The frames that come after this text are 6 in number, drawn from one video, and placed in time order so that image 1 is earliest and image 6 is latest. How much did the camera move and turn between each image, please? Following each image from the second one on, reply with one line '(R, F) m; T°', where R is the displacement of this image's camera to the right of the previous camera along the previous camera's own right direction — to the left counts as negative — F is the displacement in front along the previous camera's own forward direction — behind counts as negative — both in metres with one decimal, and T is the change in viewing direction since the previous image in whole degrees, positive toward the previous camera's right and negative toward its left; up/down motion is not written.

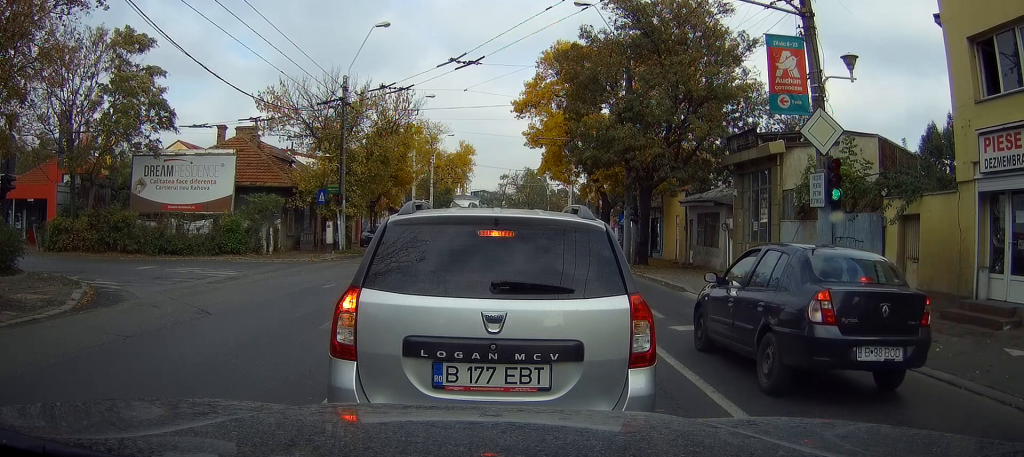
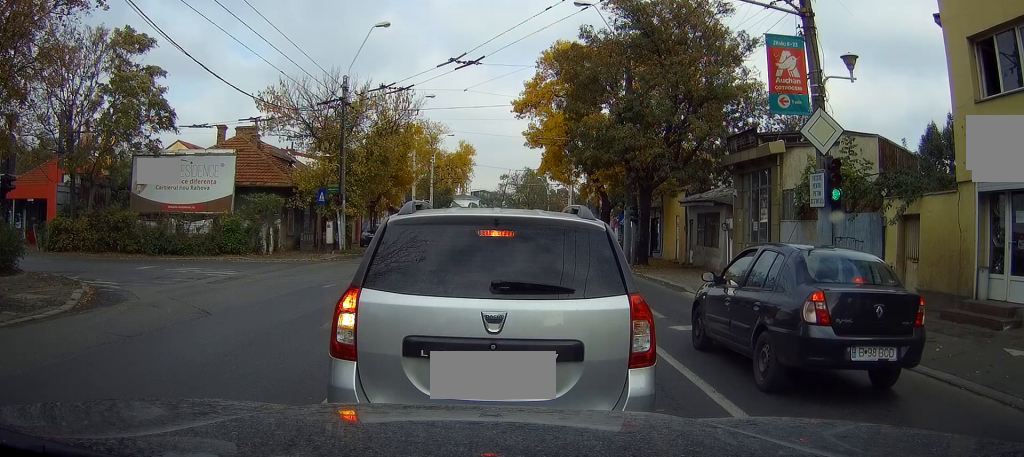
(0.0, 0.0) m; 0°
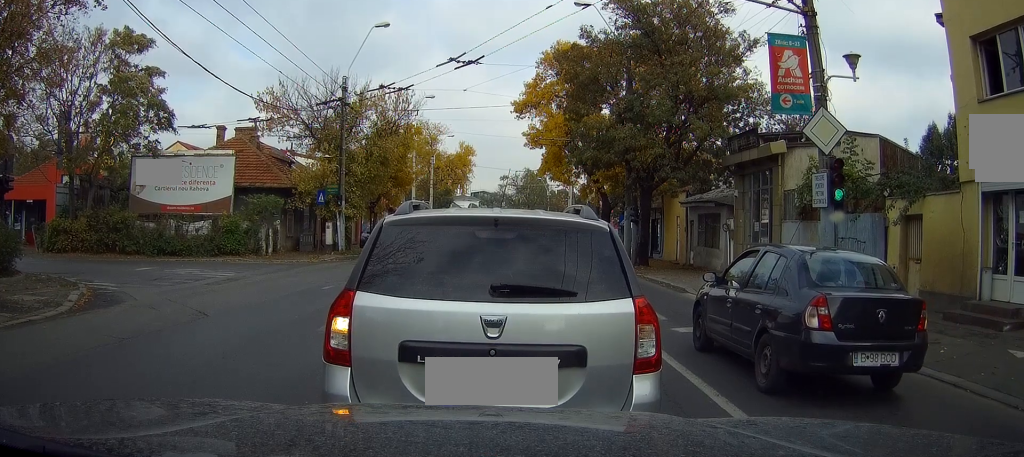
(0.0, 0.0) m; 0°
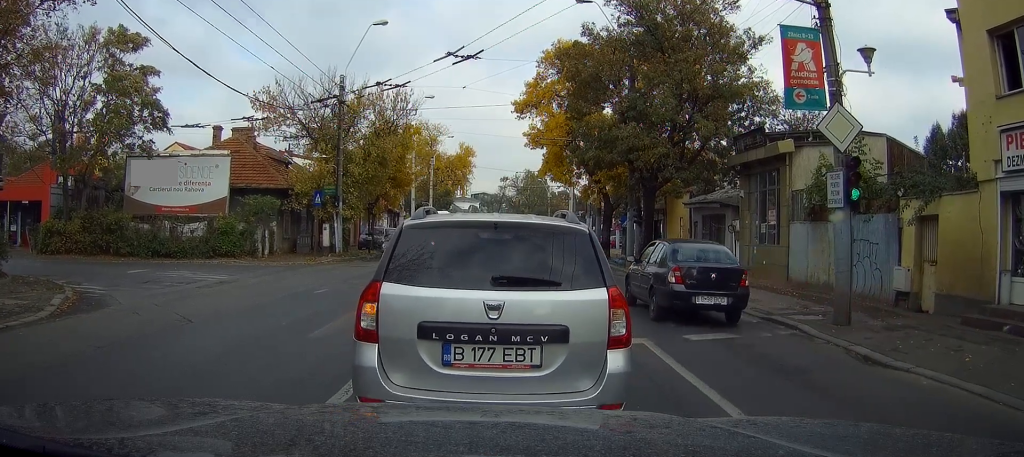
(0.0, 0.0) m; 0°
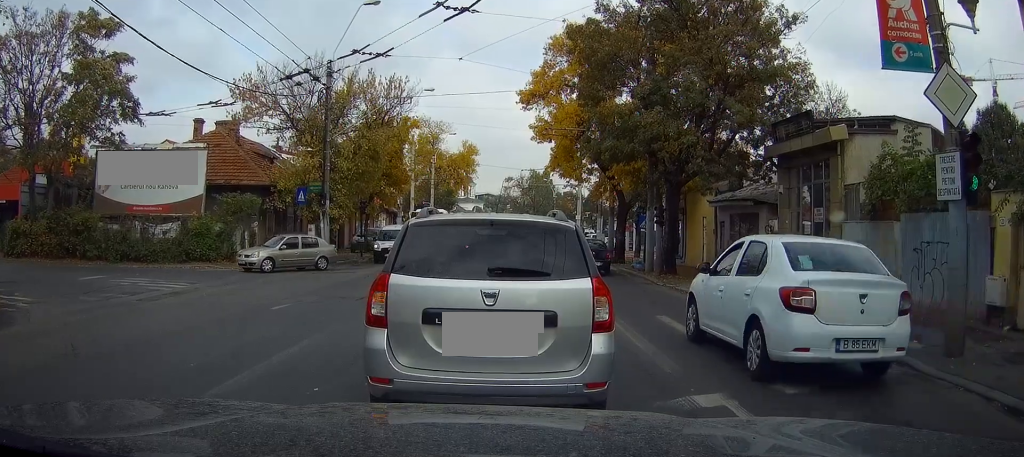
(+0.1, +2.3) m; -2°
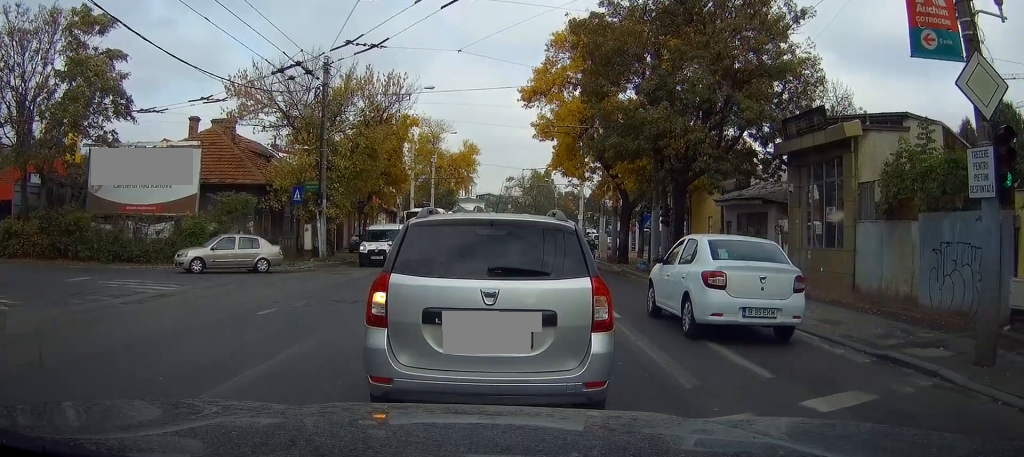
(0.0, +0.7) m; -2°
